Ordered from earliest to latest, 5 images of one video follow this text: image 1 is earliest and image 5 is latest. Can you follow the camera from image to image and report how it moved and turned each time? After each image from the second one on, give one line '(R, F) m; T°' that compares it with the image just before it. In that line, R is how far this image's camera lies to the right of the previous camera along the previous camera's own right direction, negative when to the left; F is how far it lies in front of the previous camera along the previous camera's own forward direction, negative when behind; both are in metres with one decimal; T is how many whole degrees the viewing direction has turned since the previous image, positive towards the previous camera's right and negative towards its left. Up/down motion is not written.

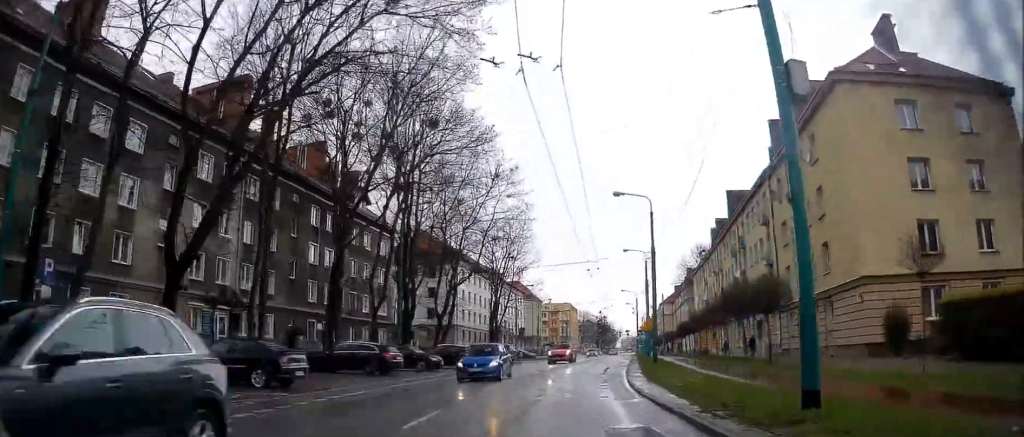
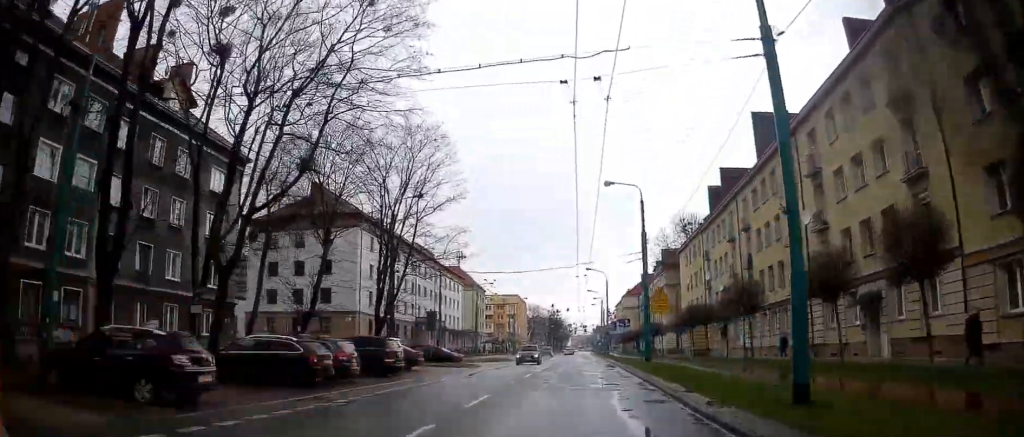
(+1.5, +27.0) m; +6°
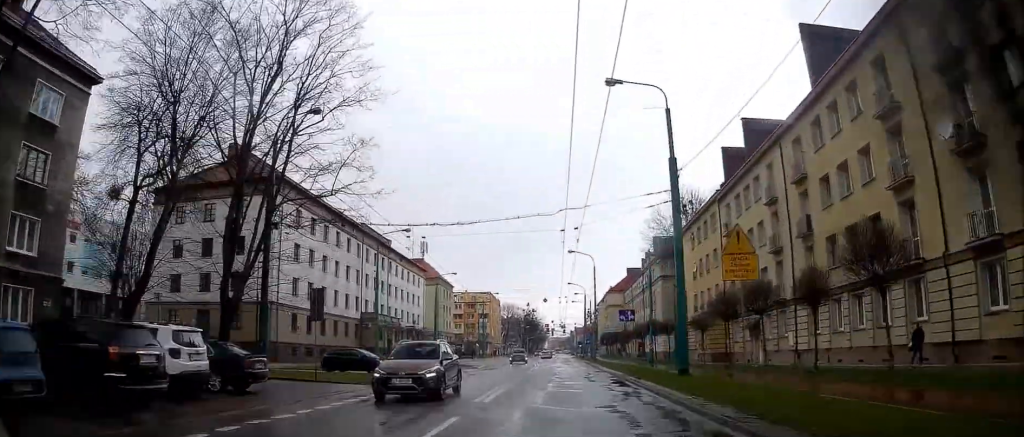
(+0.2, +15.9) m; +1°
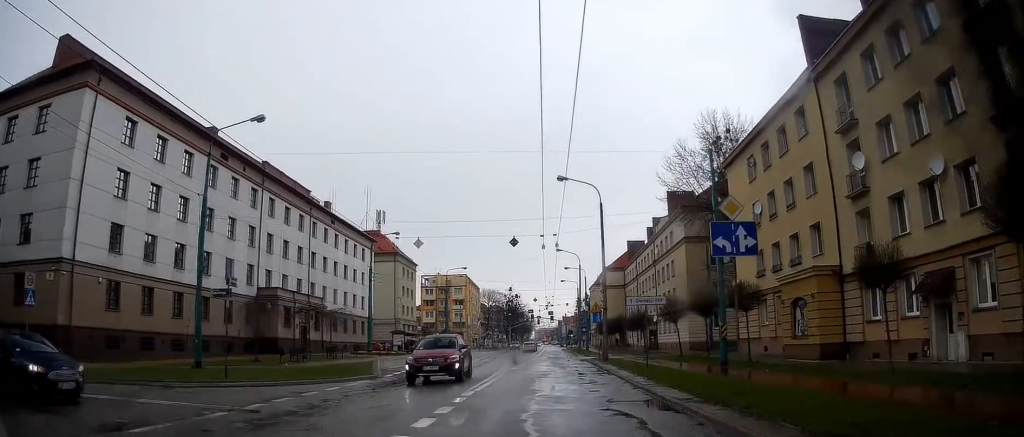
(+0.1, +24.3) m; 0°
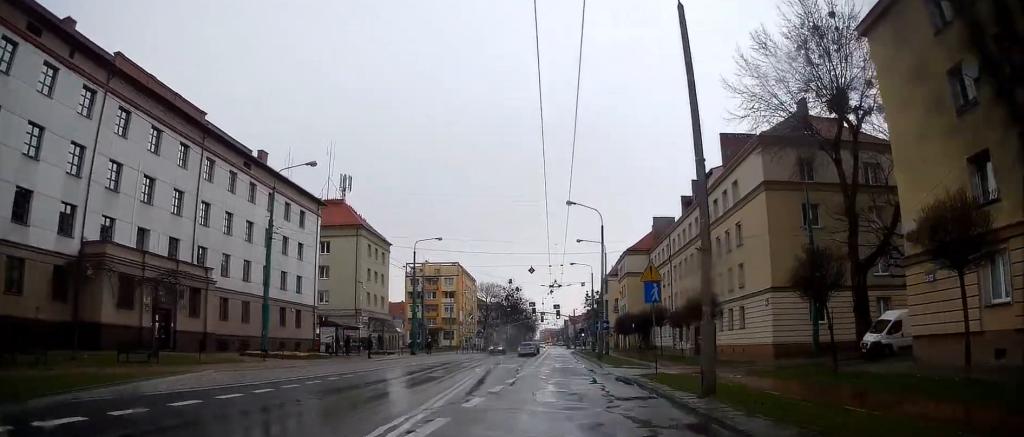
(0.0, +23.0) m; +1°
